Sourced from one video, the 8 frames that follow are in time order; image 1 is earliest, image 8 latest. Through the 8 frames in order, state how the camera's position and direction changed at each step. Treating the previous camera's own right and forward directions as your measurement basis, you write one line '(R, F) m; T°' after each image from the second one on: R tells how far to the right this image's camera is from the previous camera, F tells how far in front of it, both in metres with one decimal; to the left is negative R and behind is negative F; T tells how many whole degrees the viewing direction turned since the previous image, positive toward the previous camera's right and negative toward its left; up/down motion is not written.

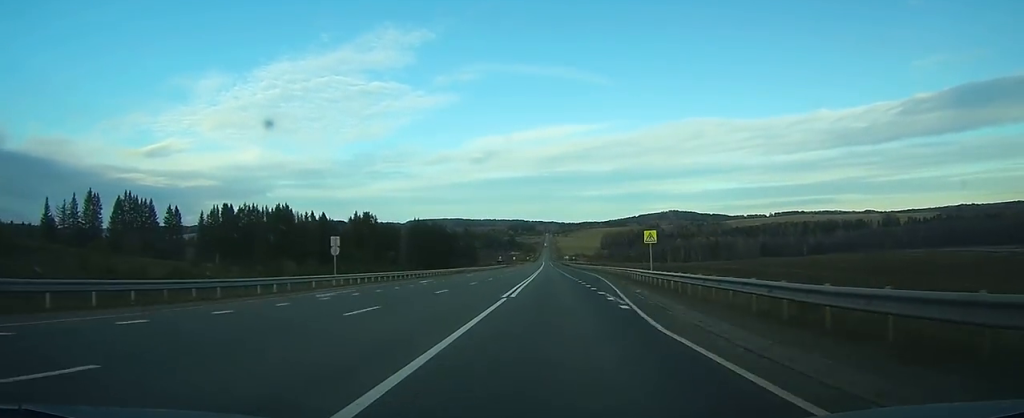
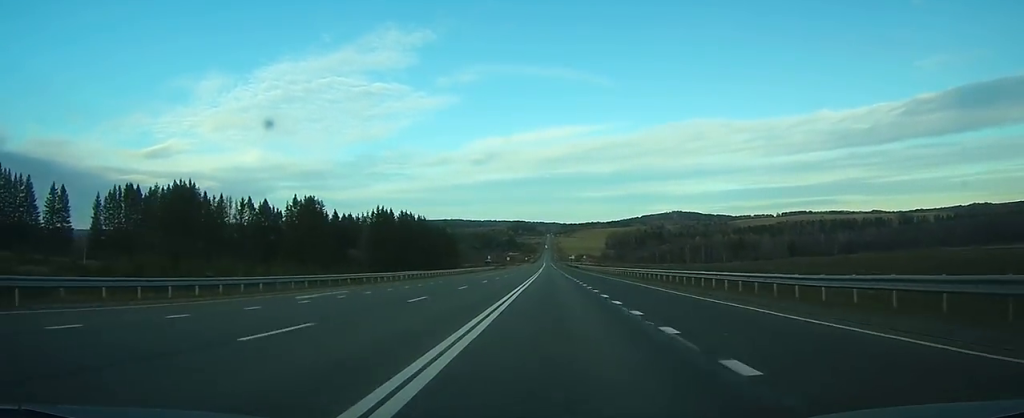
(+0.2, +53.0) m; 0°
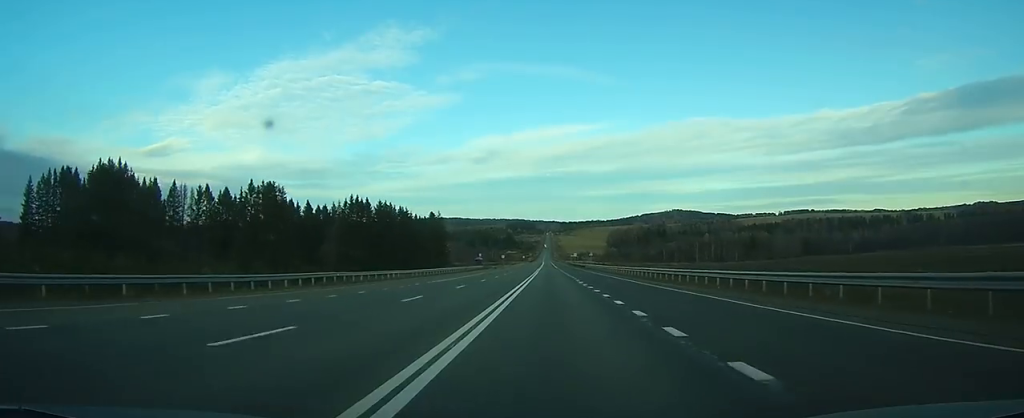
(0.0, +23.7) m; 0°
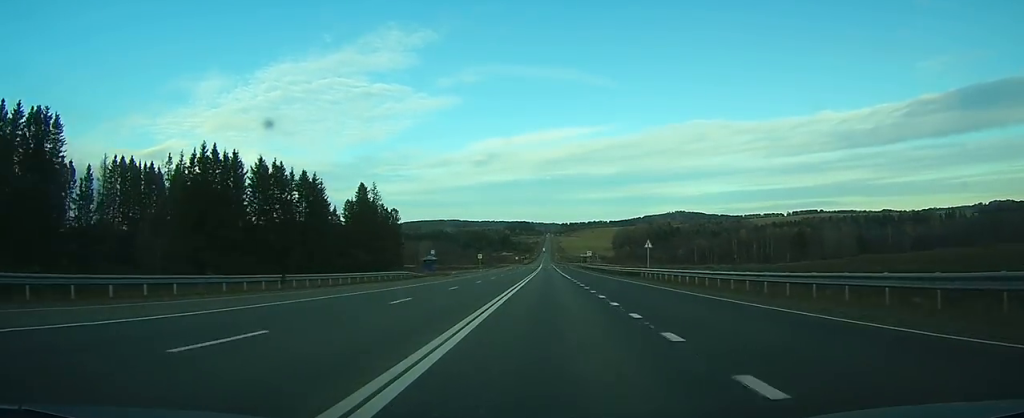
(+0.2, +69.1) m; 0°
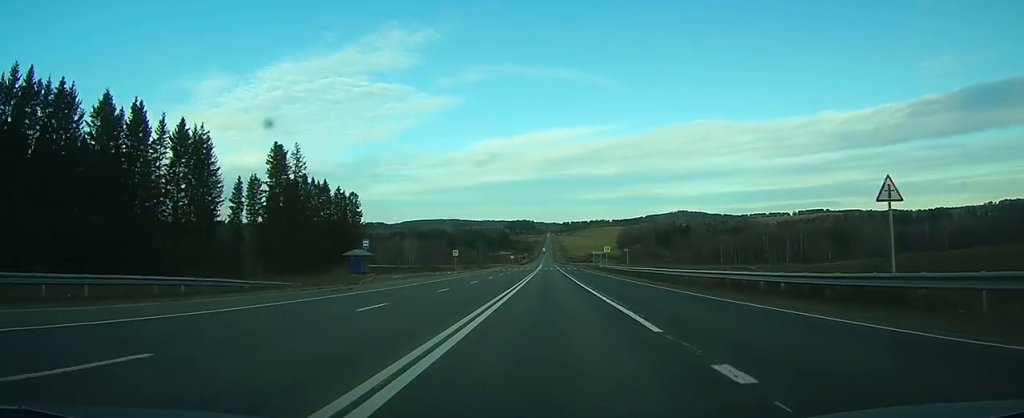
(0.0, +38.2) m; 0°
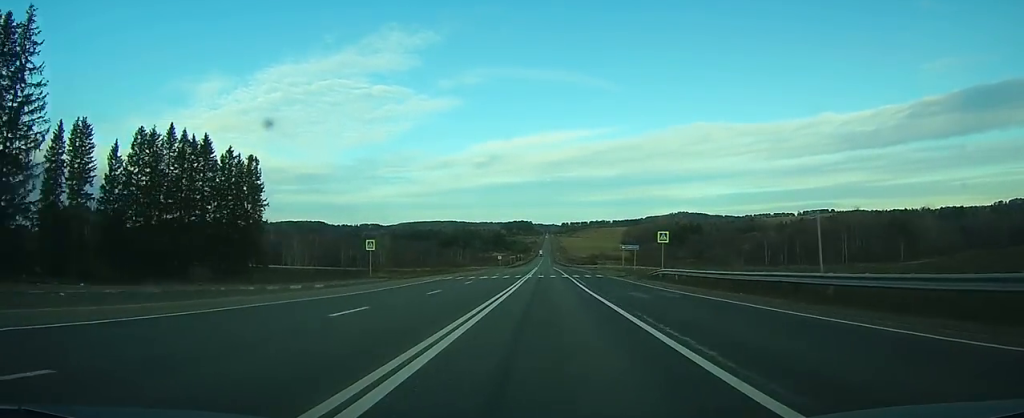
(0.0, +49.0) m; 0°
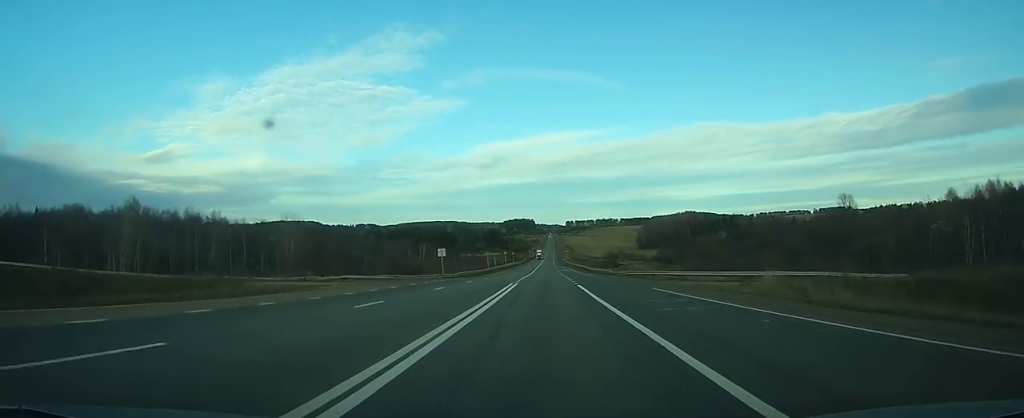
(0.0, +93.4) m; 0°
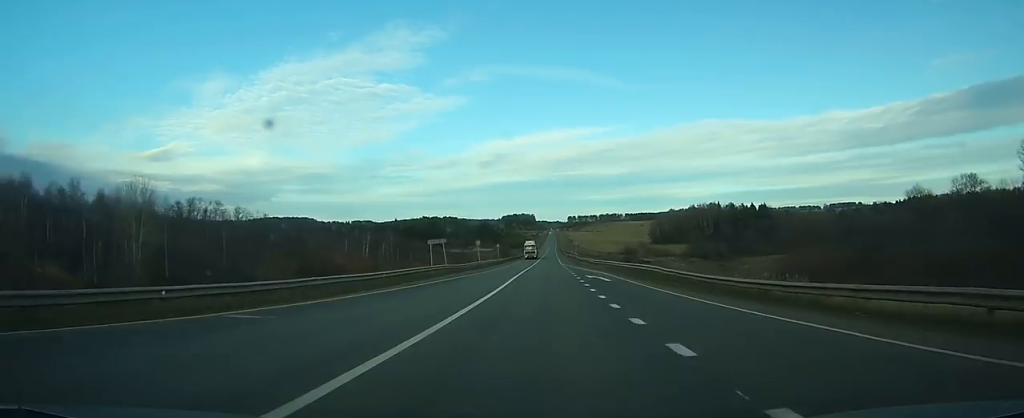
(-0.1, +63.3) m; 0°
